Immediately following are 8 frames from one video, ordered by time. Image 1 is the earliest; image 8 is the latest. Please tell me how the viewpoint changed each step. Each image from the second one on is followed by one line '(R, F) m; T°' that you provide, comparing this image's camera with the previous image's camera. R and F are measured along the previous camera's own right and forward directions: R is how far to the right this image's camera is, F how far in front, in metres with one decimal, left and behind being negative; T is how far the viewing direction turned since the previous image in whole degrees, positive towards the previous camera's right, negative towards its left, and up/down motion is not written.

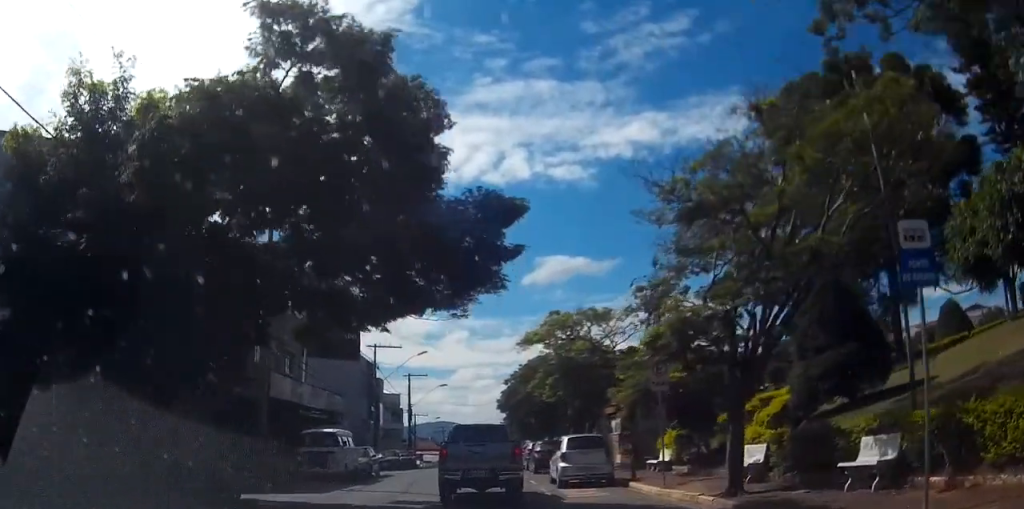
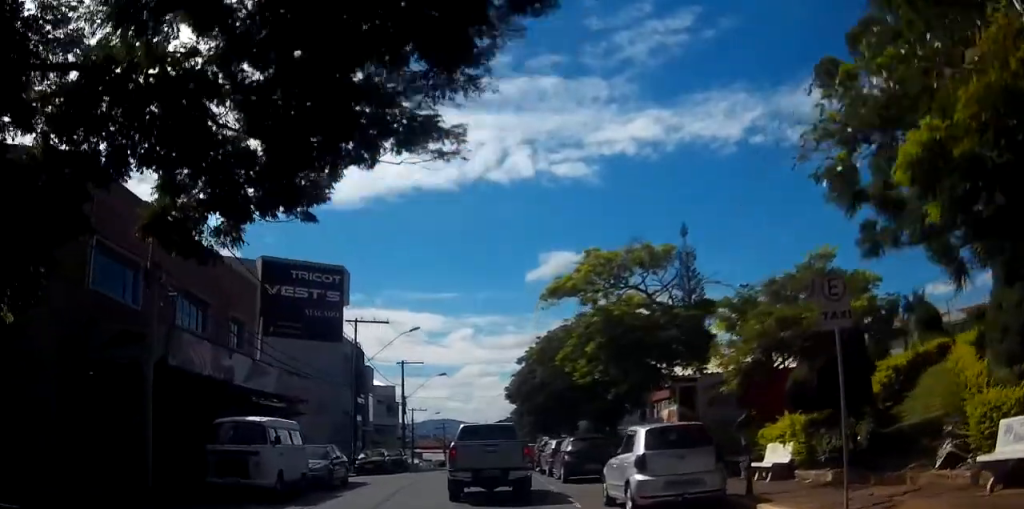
(+0.3, +9.2) m; +3°
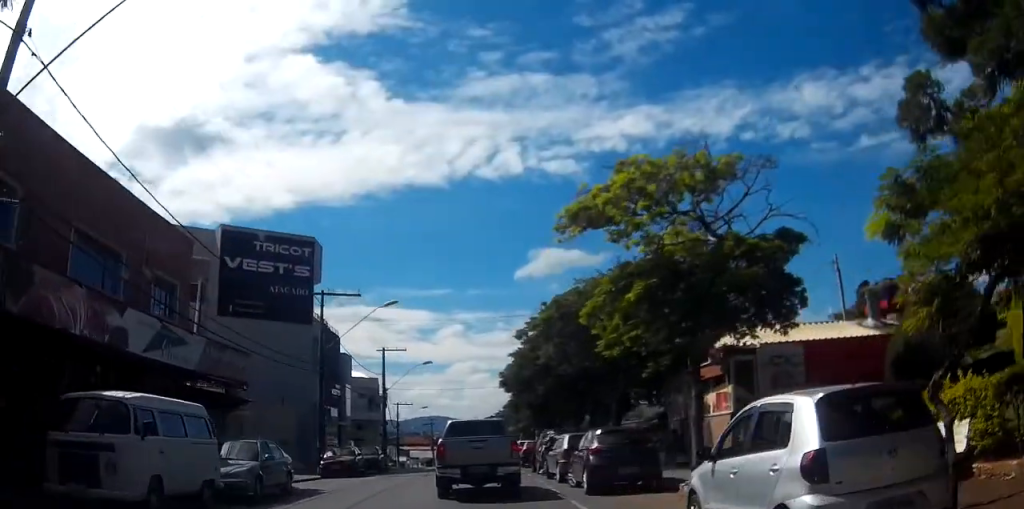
(+0.1, +6.4) m; 0°
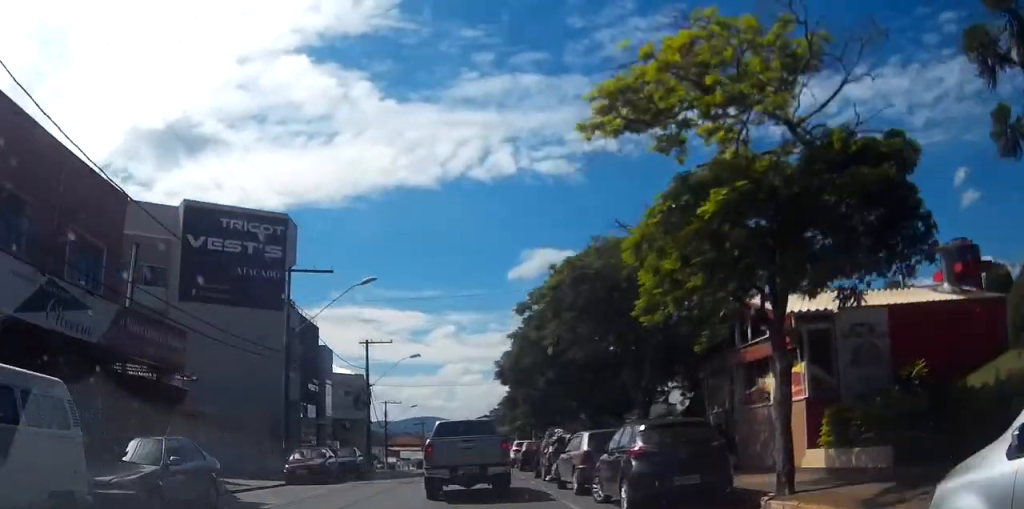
(0.0, +4.7) m; 0°
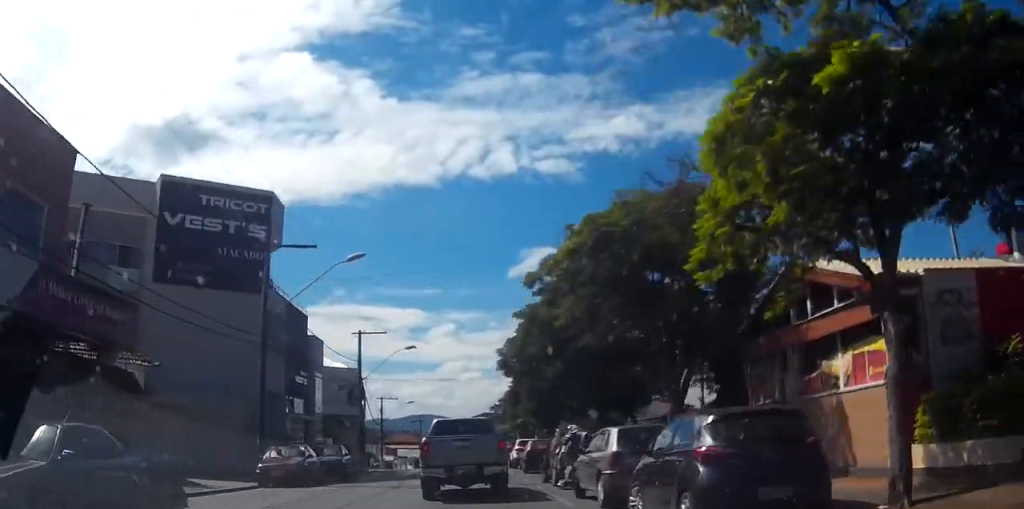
(0.0, +3.2) m; 0°
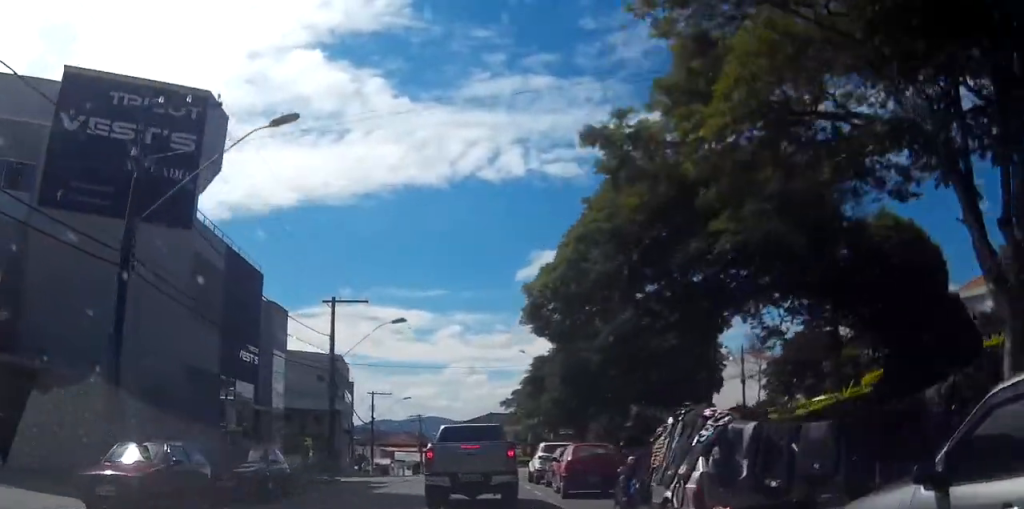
(-0.1, +11.4) m; -1°
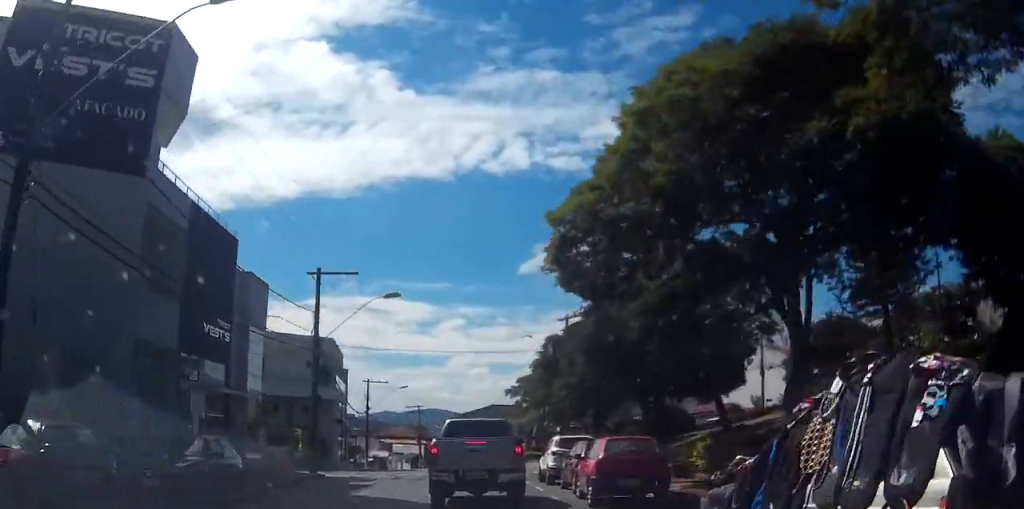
(-0.1, +4.5) m; +1°
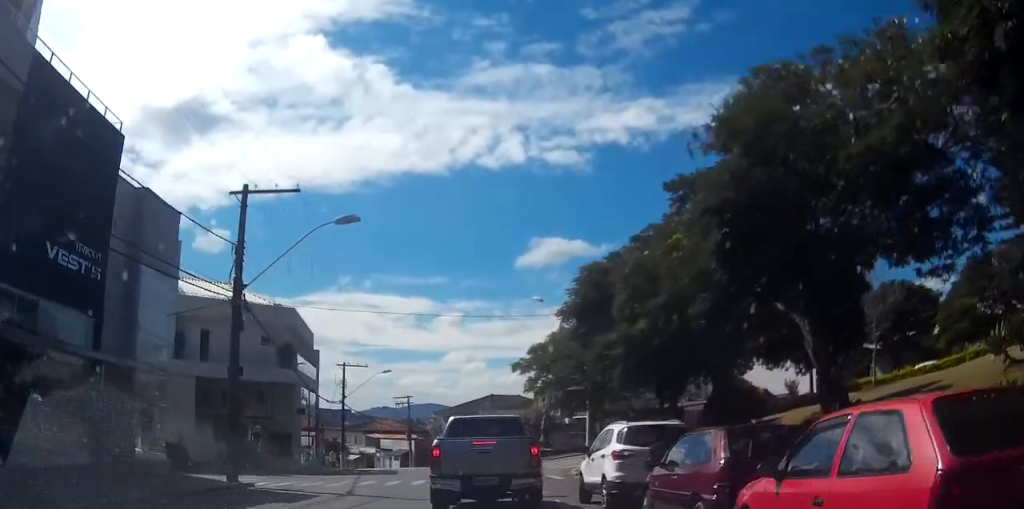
(+0.4, +10.8) m; +2°
